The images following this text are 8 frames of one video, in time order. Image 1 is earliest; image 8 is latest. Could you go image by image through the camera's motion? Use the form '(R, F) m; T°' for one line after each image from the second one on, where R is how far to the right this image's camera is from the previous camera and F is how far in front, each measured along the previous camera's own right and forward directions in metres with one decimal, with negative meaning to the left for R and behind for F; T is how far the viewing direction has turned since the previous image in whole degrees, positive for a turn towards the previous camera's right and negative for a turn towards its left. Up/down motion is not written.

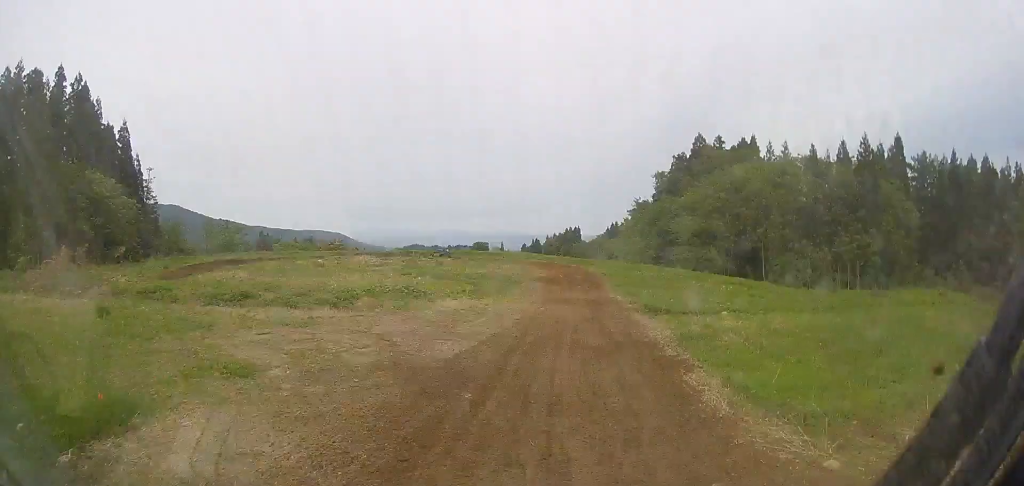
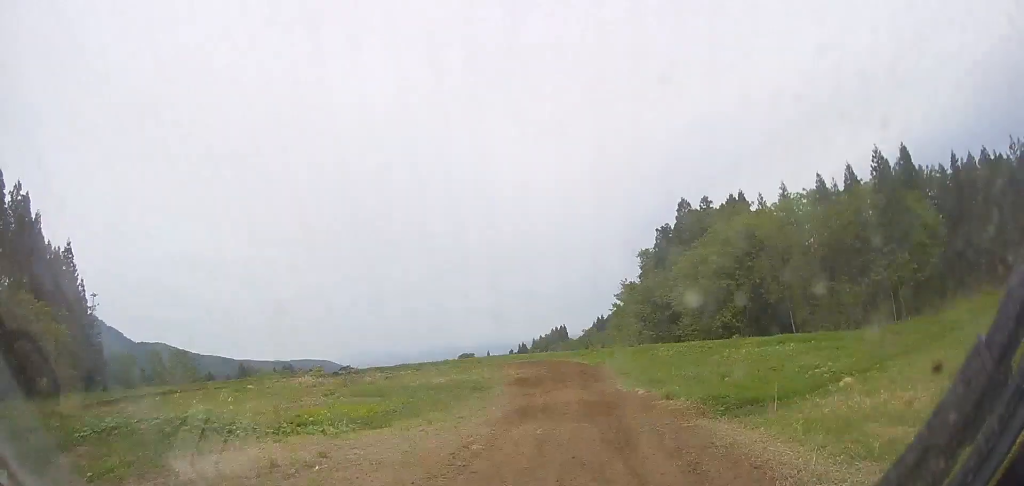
(-1.1, +9.8) m; -10°
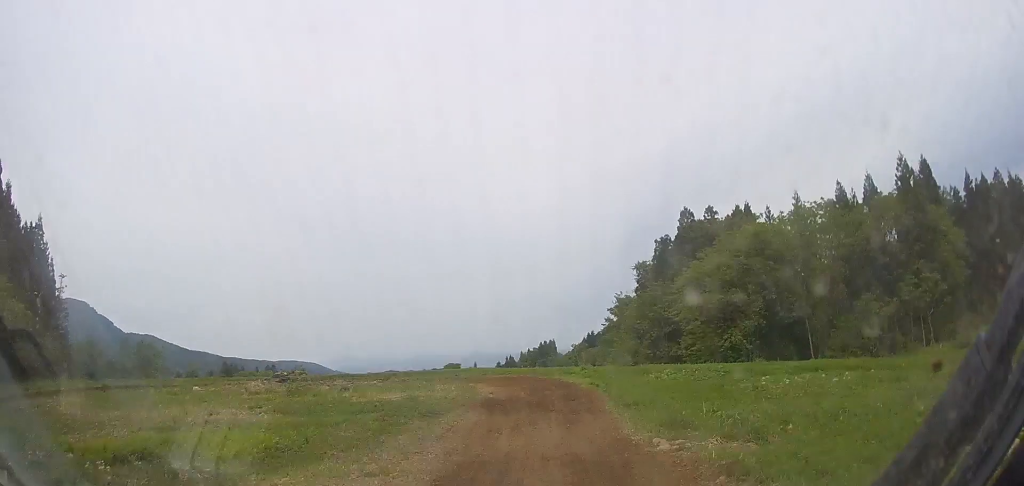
(-0.6, +6.4) m; -4°
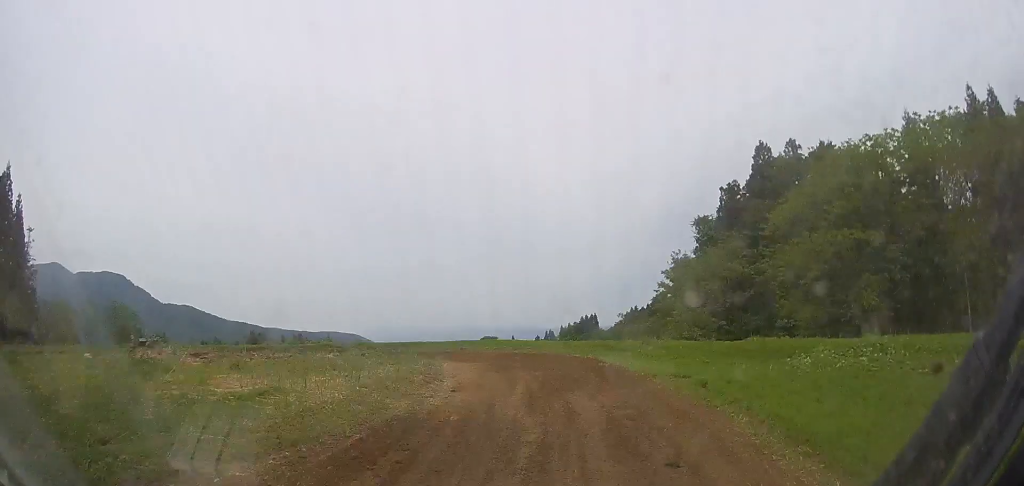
(-0.1, +14.5) m; -1°
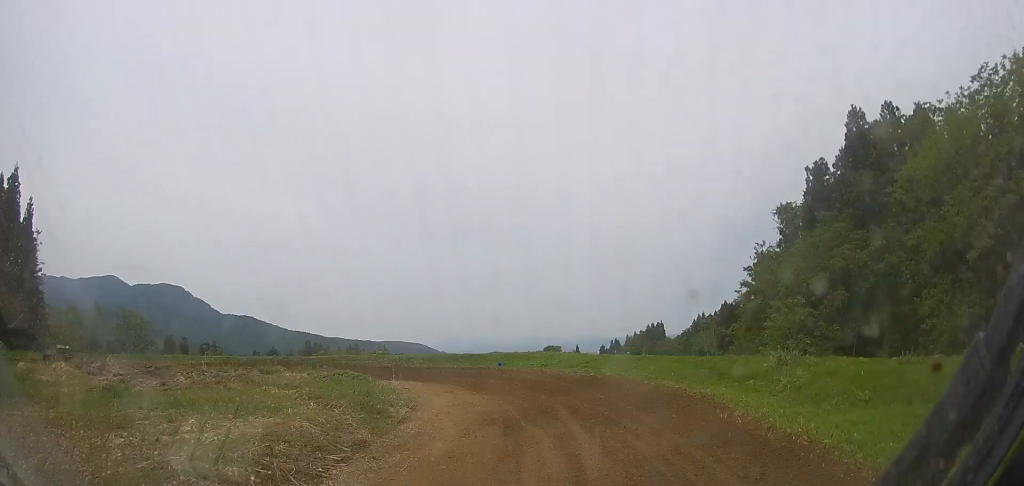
(0.0, +9.3) m; -8°
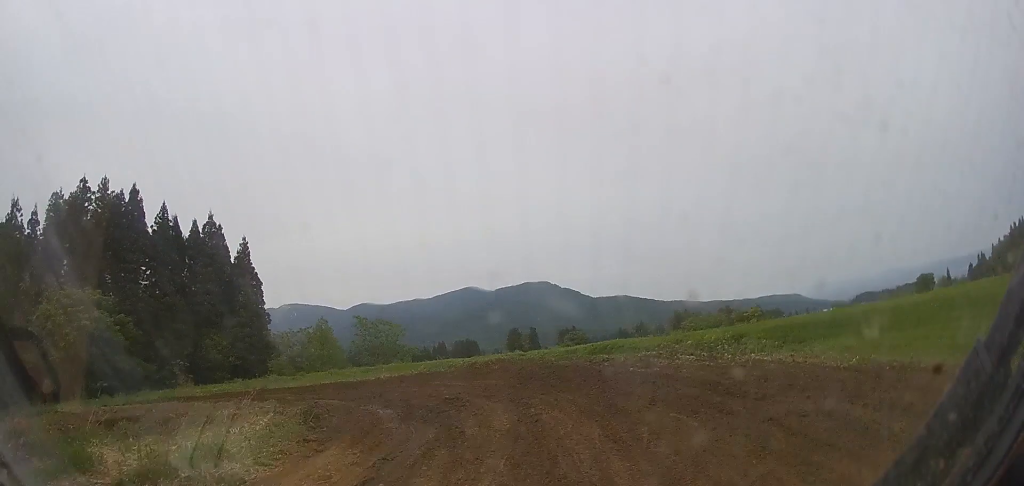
(-8.9, +20.9) m; -44°
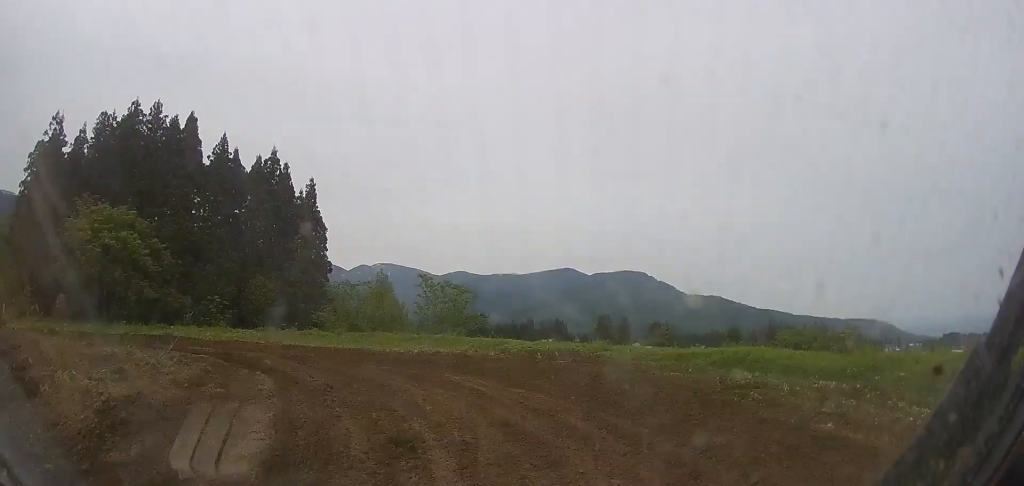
(-0.4, +8.6) m; -28°
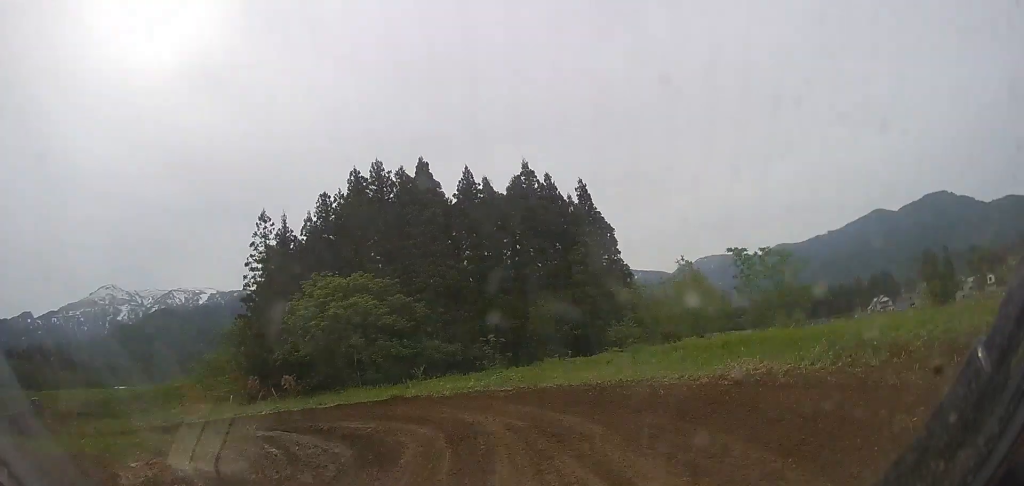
(-4.6, +7.1) m; -47°
